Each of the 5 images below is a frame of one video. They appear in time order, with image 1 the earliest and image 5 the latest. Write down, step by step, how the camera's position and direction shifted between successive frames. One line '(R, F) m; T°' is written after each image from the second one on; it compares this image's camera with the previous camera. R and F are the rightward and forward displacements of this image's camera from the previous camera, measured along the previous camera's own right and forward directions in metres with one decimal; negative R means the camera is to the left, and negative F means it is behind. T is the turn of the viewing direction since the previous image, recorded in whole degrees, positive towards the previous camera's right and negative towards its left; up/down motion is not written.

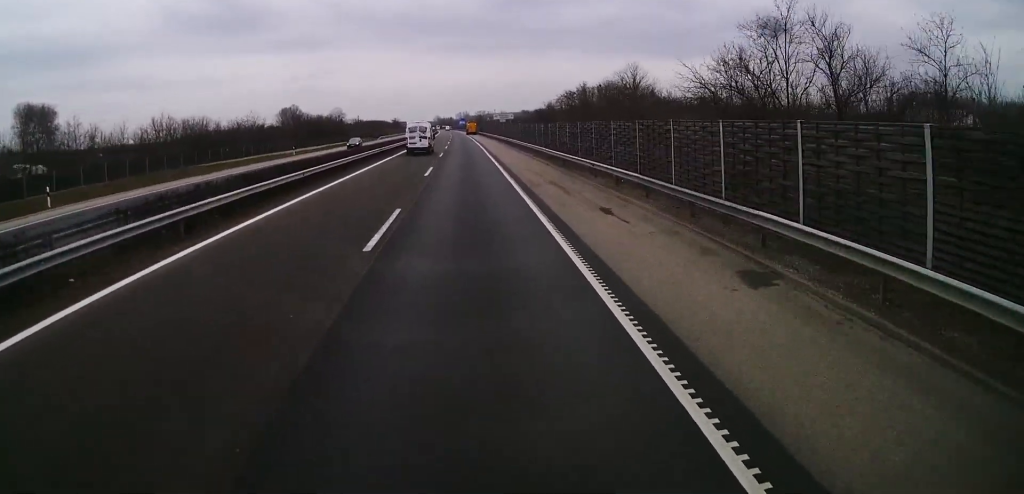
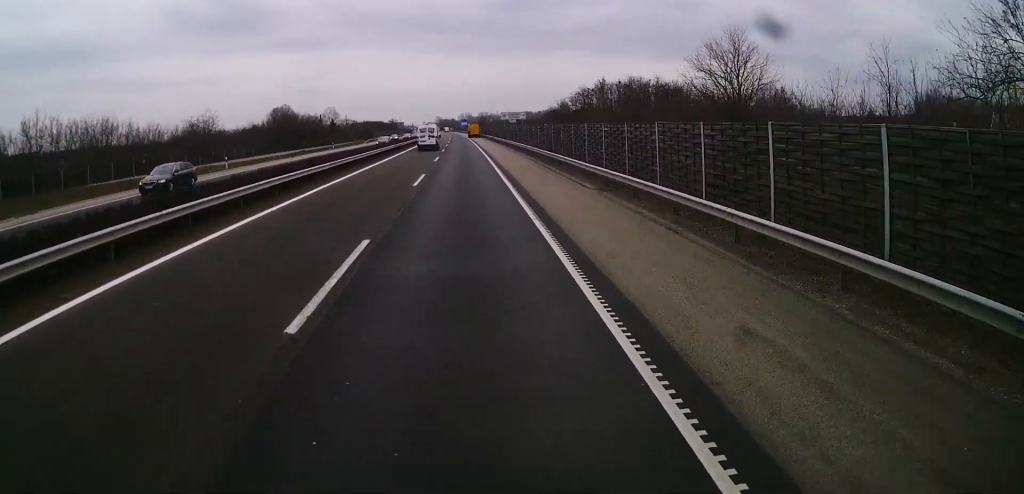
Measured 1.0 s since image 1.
(-0.1, +23.1) m; -1°
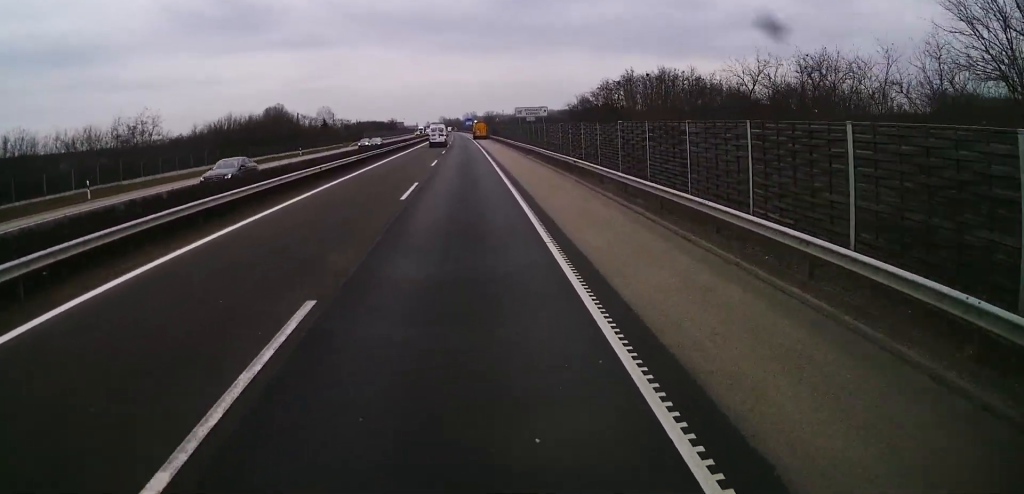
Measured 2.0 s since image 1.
(-0.1, +23.2) m; 0°
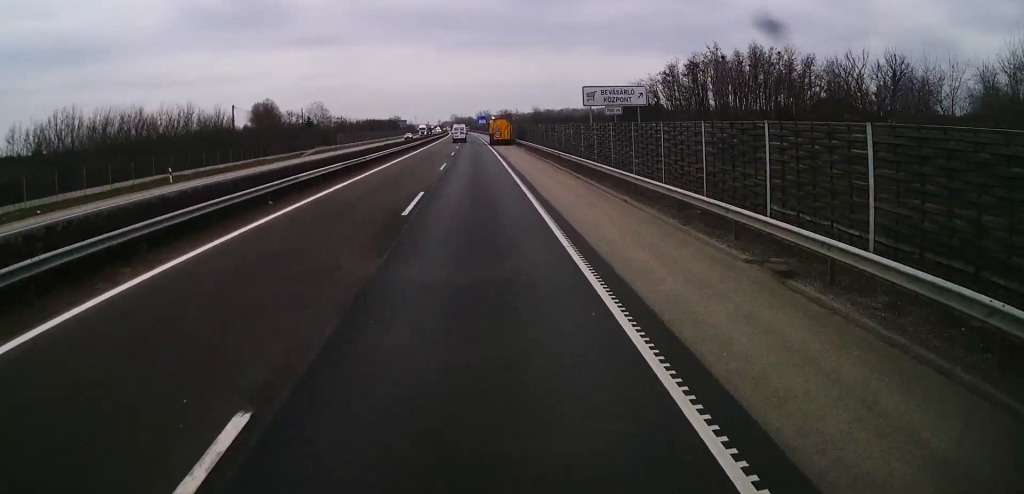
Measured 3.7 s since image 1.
(-0.1, +40.2) m; 0°
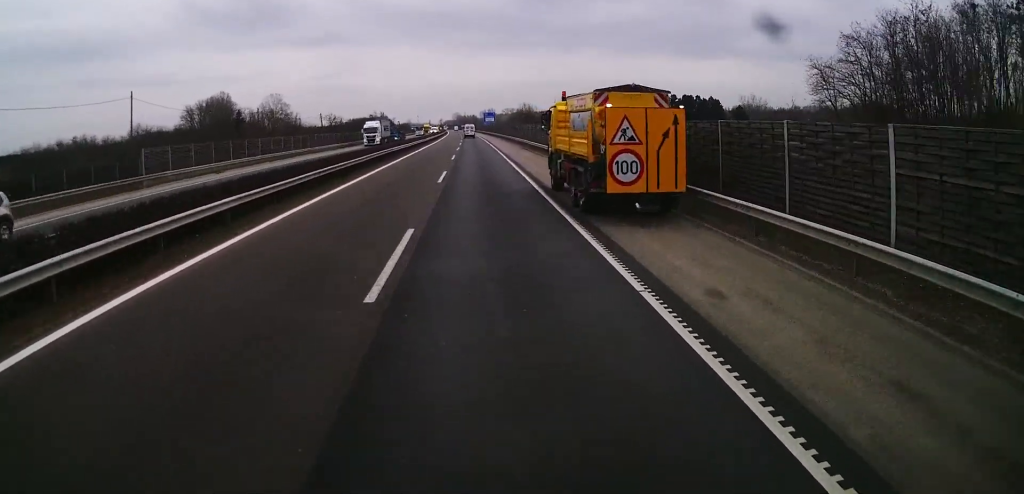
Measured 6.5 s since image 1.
(-1.1, +63.9) m; -2°
